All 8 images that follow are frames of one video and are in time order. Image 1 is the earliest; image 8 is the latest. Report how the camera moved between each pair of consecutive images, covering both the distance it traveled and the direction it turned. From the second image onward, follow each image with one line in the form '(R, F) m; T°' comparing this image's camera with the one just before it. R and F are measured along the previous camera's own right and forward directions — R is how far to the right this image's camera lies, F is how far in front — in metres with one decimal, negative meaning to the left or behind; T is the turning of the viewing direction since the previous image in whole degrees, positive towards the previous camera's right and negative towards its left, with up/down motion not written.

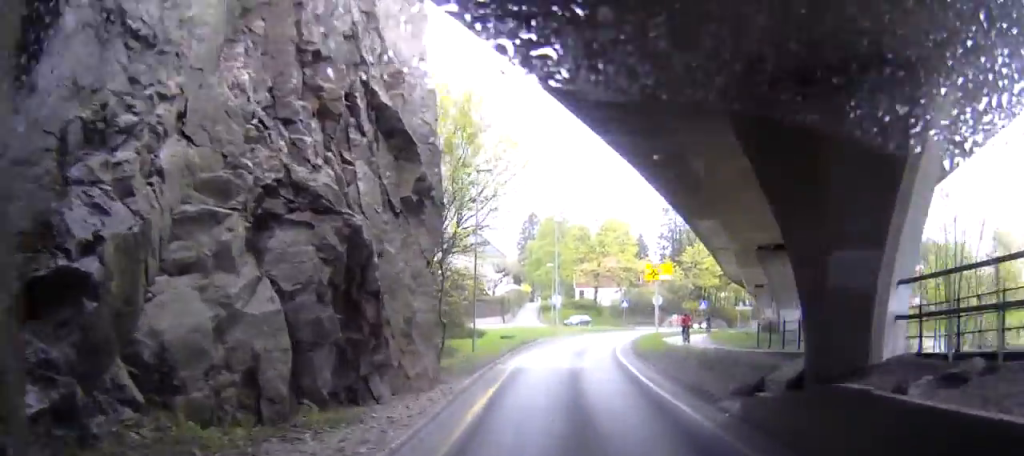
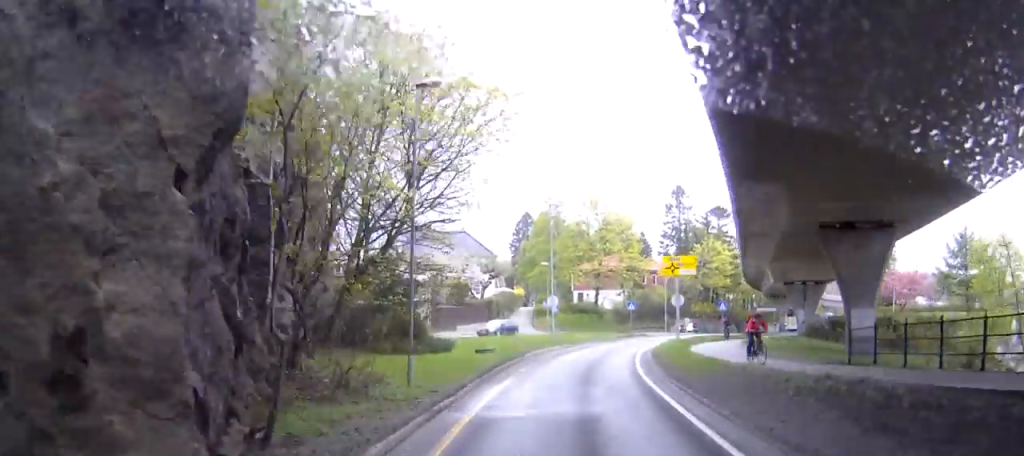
(-0.1, +10.6) m; -4°
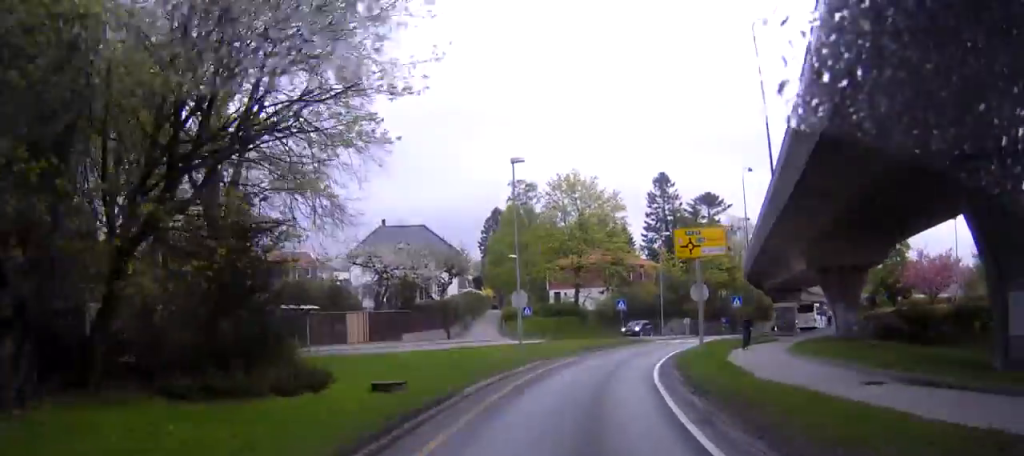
(-0.9, +13.7) m; -6°
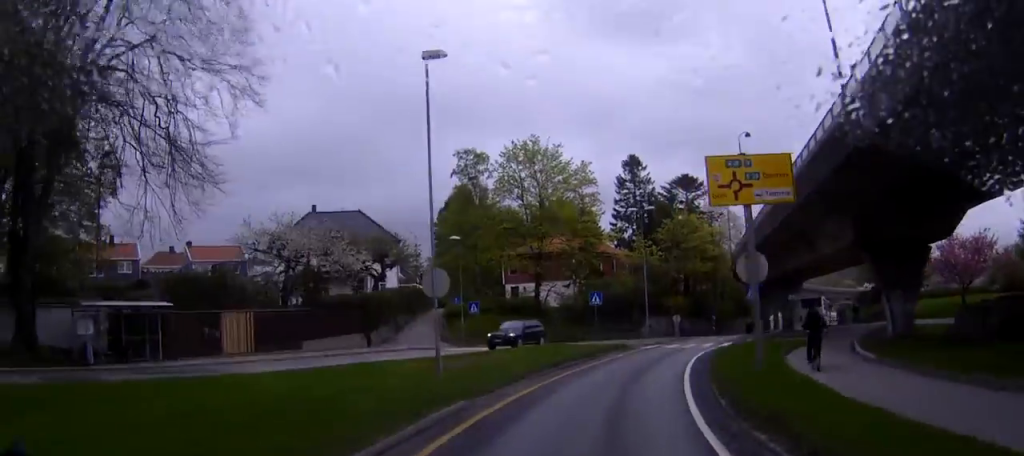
(-0.5, +14.2) m; 0°
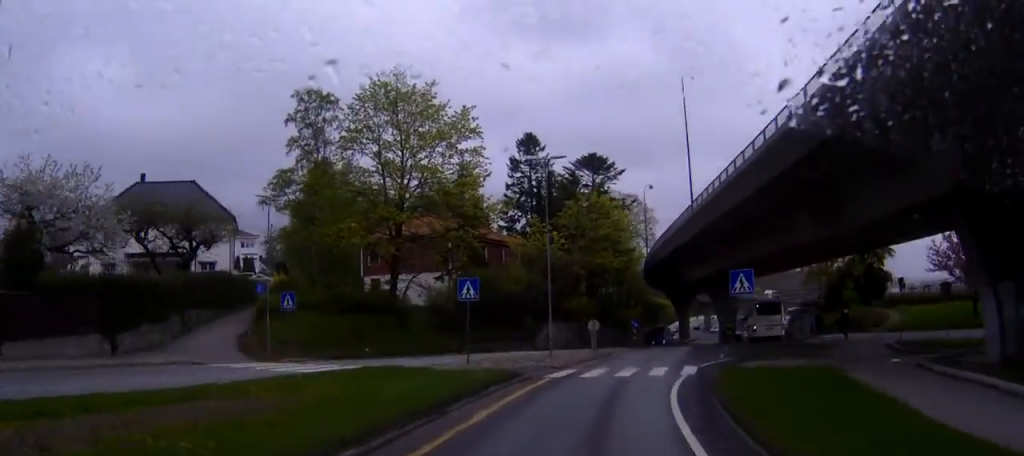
(+1.0, +17.3) m; +7°
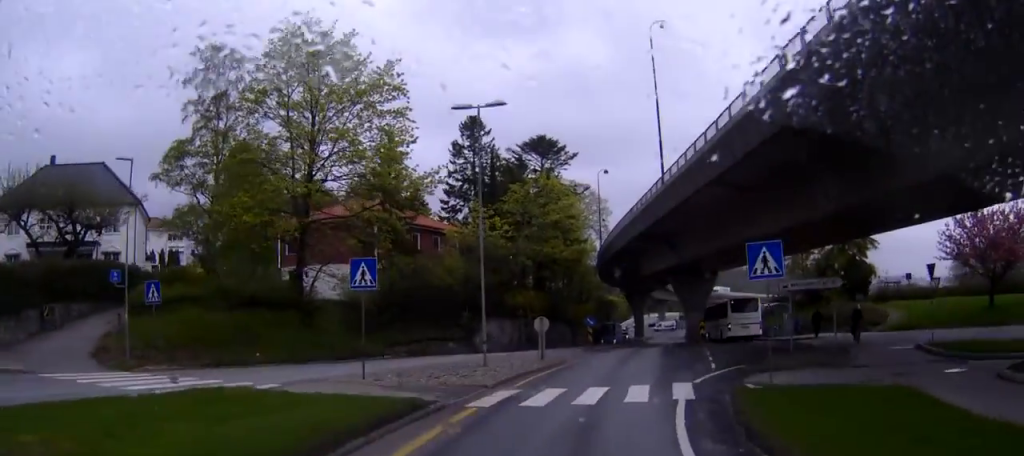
(+0.2, +8.0) m; 0°
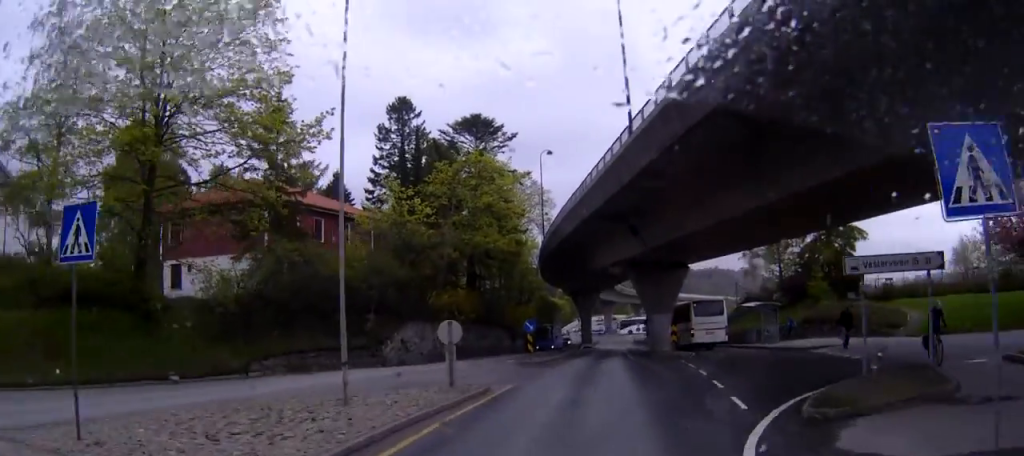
(-0.1, +10.8) m; -1°
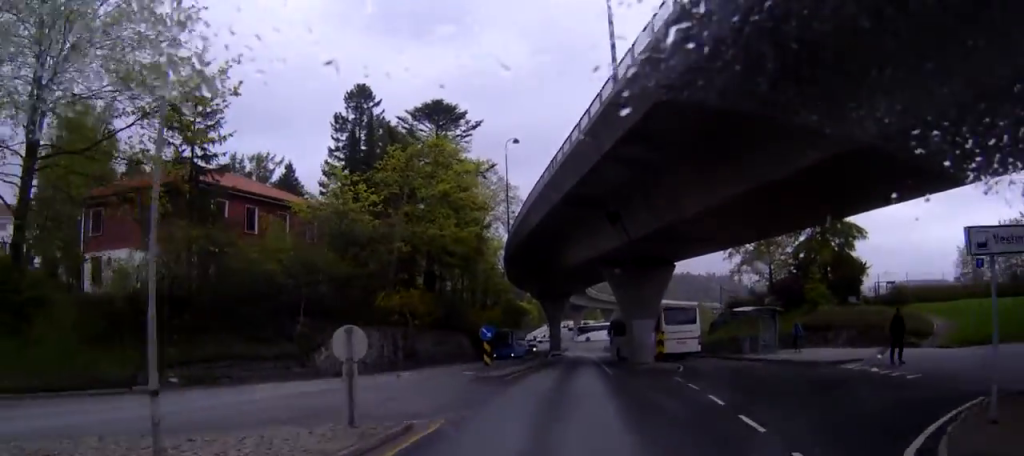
(-0.5, +6.4) m; +2°
